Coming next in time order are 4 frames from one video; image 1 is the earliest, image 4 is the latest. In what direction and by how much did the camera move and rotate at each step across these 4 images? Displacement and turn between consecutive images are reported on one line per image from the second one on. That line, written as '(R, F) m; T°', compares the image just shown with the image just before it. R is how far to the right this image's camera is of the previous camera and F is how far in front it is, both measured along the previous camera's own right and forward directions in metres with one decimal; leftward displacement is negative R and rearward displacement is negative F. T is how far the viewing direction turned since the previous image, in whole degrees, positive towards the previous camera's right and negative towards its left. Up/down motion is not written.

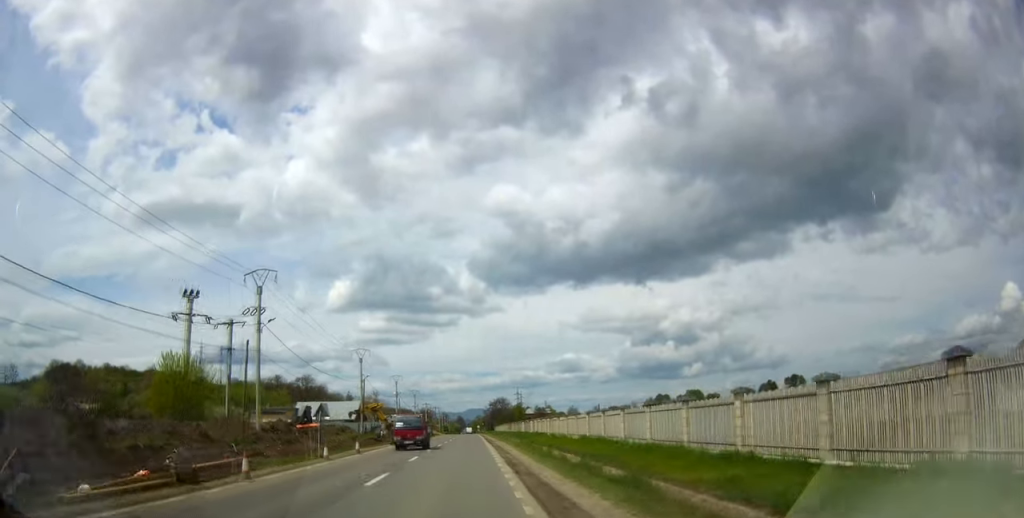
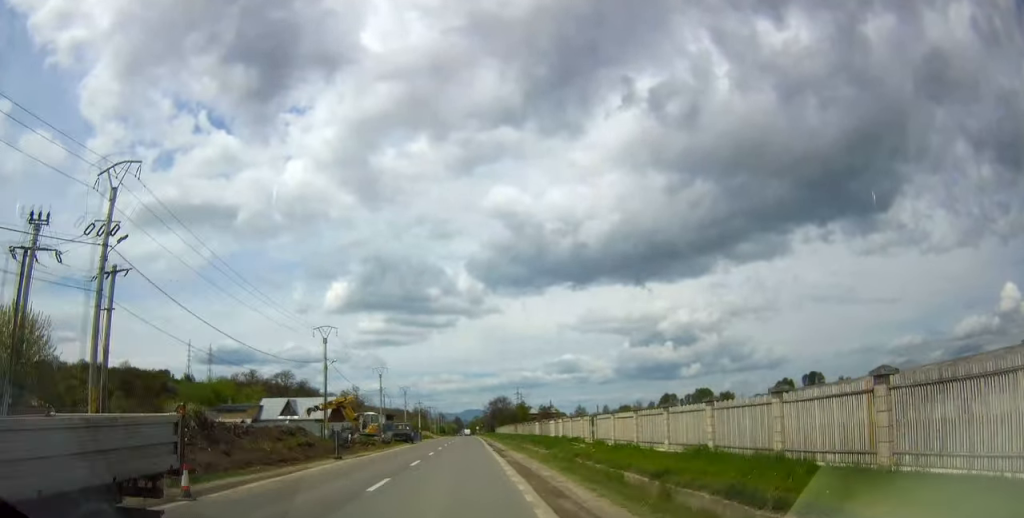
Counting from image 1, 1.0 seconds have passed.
(+0.7, +18.1) m; 0°
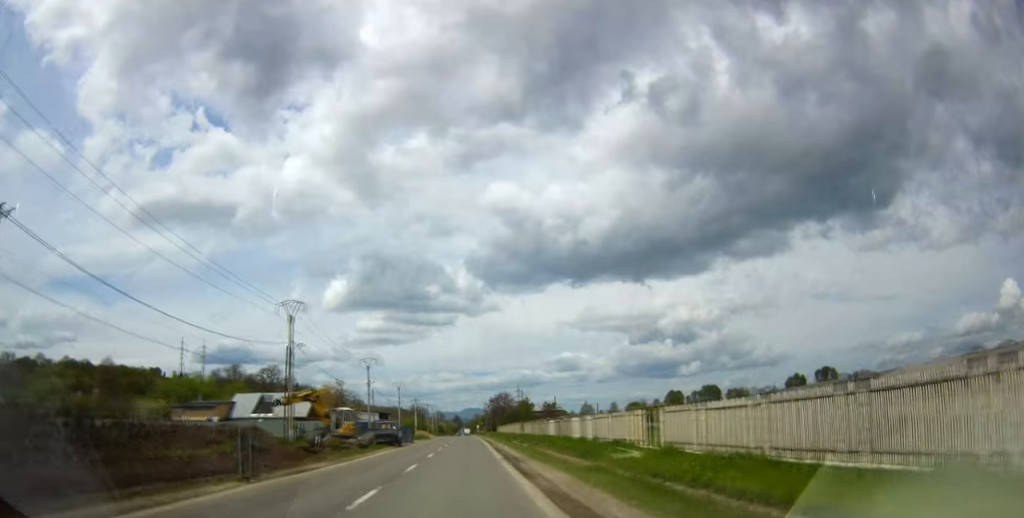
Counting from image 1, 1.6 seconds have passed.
(-0.4, +11.0) m; -1°
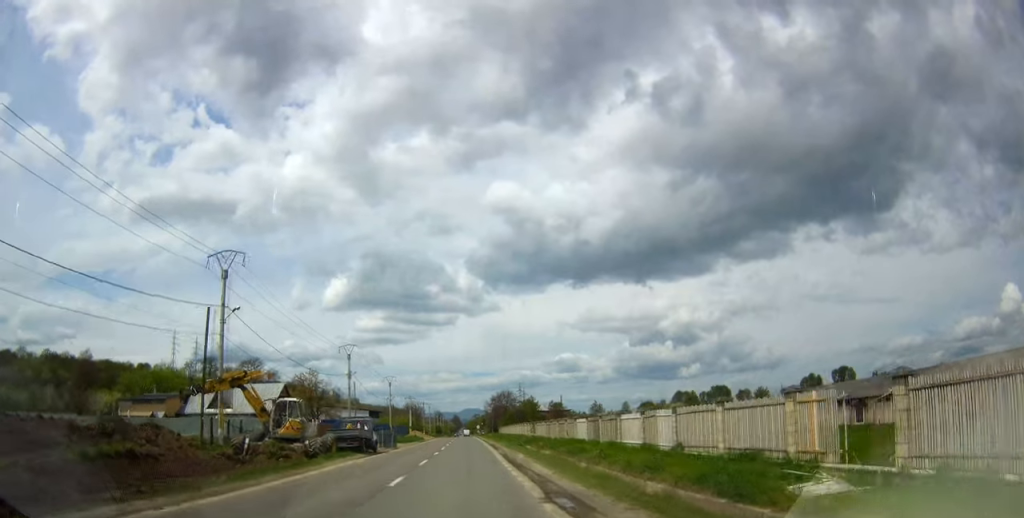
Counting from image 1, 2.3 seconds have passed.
(0.0, +13.4) m; 0°
